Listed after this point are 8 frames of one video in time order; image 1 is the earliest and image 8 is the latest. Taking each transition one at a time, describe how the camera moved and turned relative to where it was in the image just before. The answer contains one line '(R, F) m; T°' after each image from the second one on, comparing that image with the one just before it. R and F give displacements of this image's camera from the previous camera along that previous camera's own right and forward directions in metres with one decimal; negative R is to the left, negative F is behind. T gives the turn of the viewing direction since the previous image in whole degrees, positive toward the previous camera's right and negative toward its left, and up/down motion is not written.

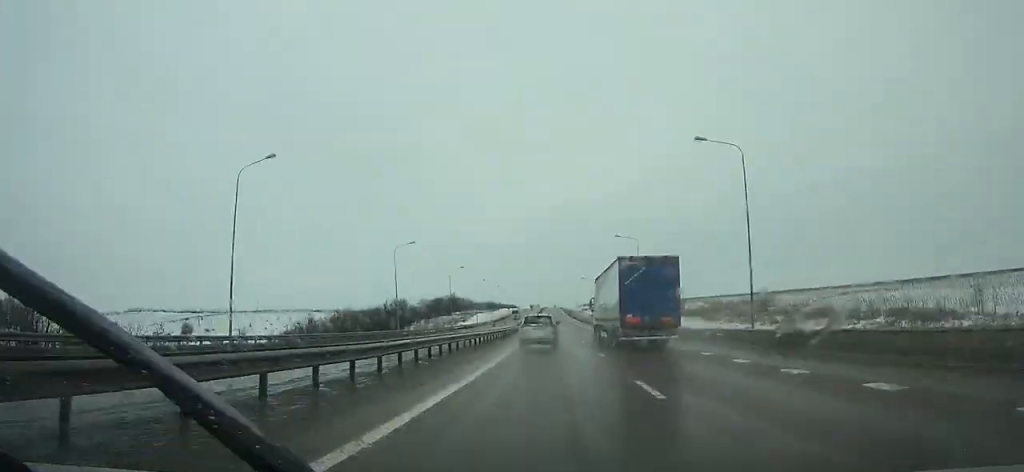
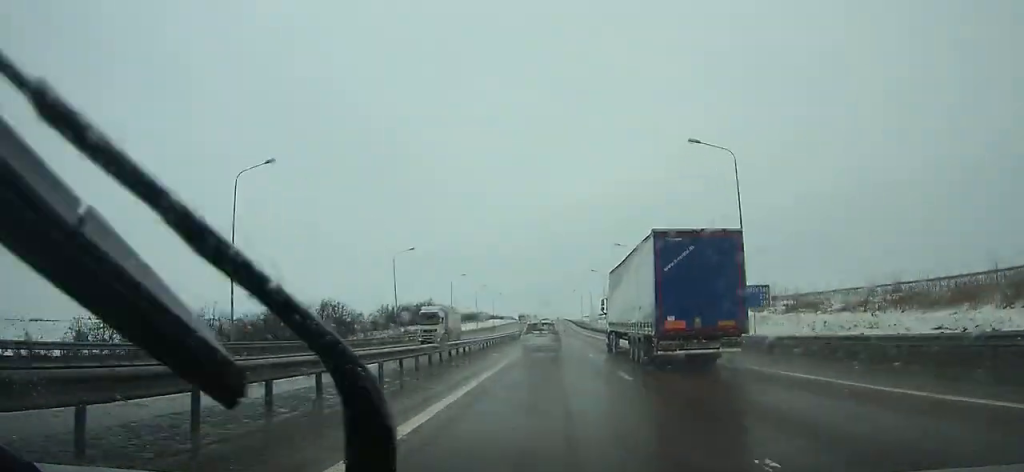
(-0.4, +79.8) m; 0°
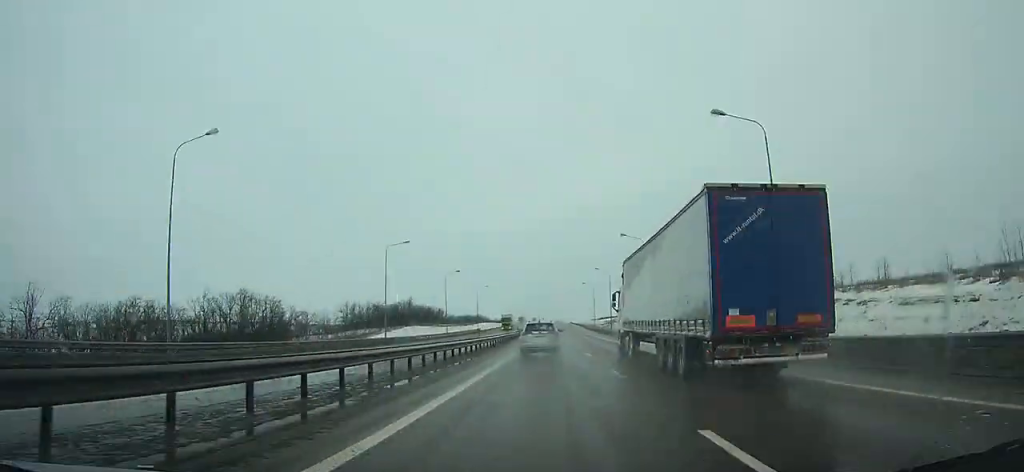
(+0.1, +45.4) m; 0°
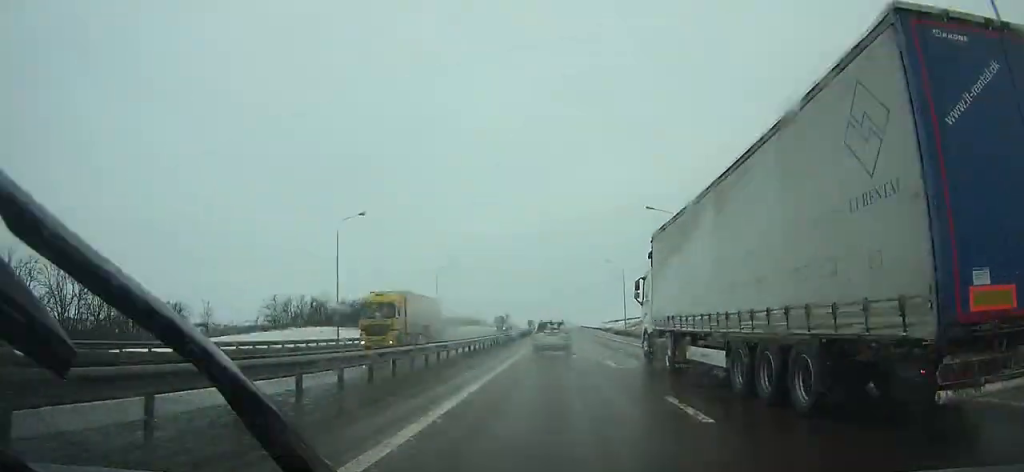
(-0.4, +56.5) m; 0°
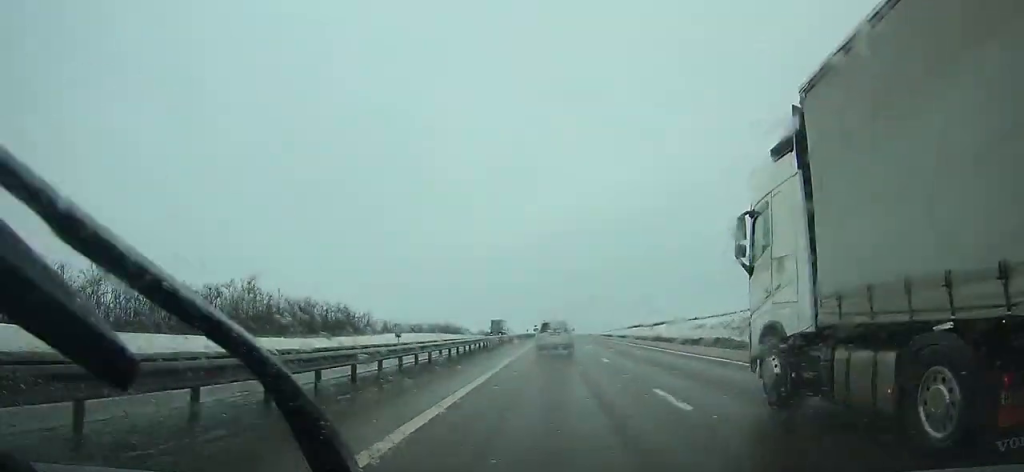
(0.0, +83.5) m; 0°
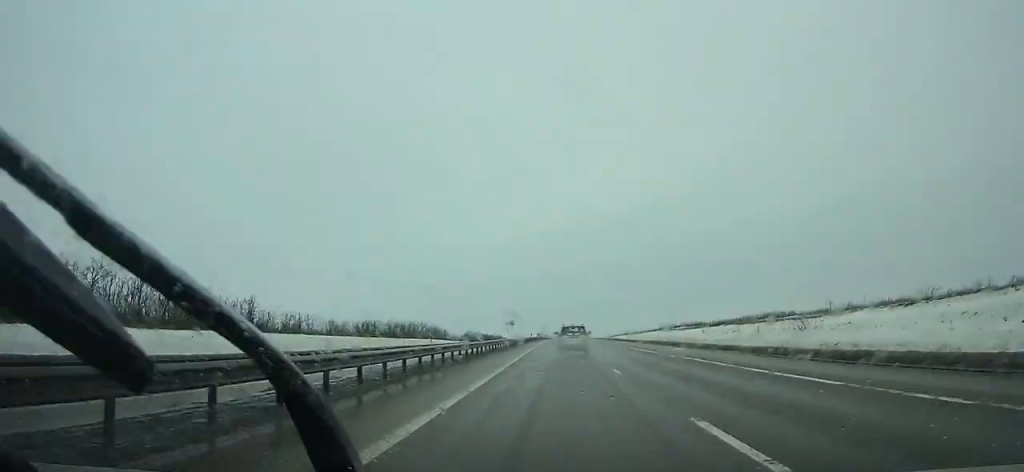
(+0.5, +75.4) m; +1°
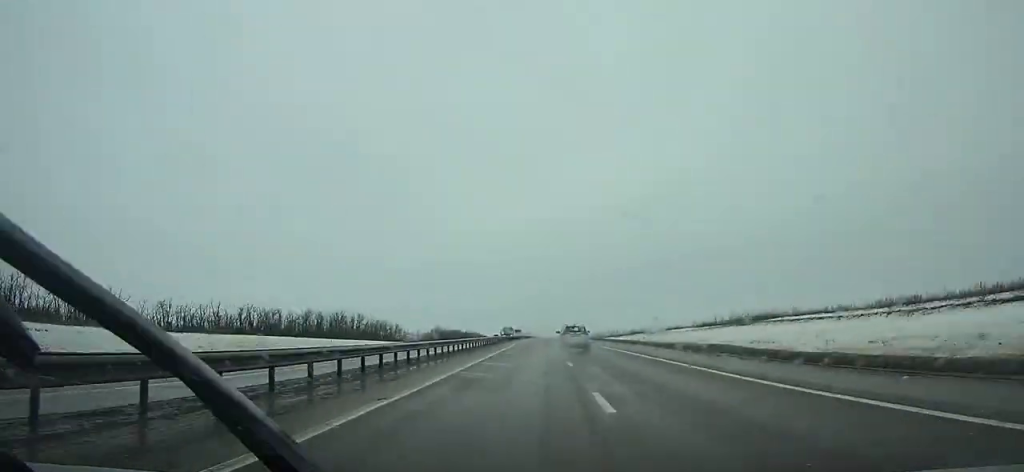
(+0.6, +66.8) m; 0°
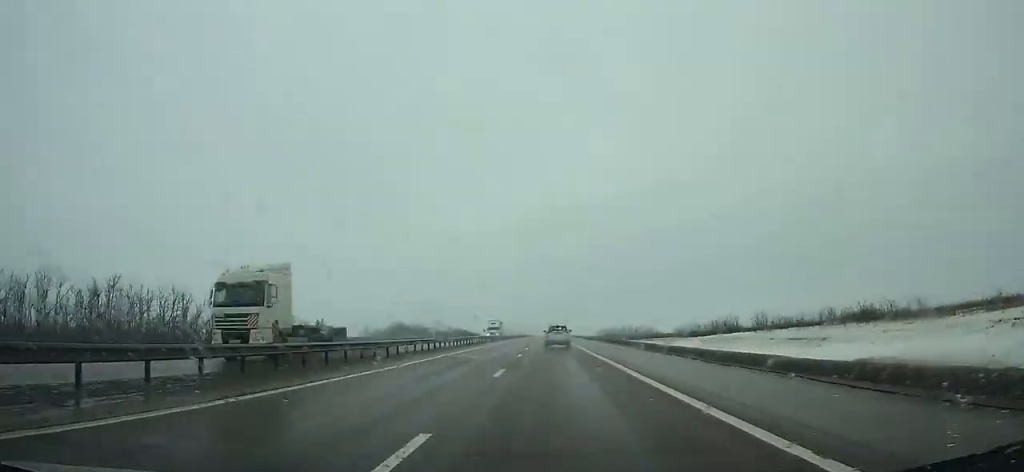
(-0.1, +100.5) m; 0°
